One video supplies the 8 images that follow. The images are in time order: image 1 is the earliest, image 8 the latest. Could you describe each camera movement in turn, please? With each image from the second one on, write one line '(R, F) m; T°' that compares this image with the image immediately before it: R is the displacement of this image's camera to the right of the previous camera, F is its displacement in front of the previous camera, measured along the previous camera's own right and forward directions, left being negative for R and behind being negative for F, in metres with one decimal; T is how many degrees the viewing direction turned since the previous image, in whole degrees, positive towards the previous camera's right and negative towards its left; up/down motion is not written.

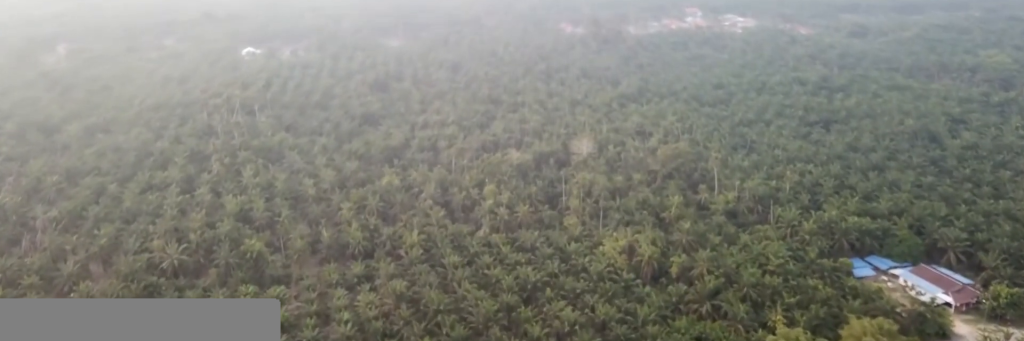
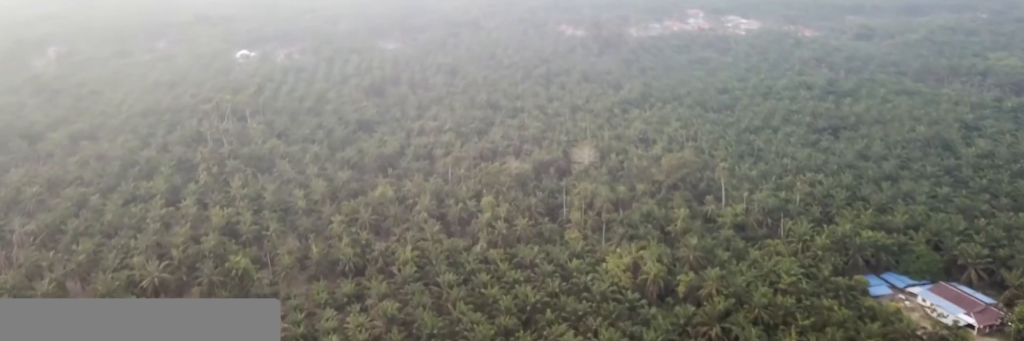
(0.0, +12.4) m; 0°
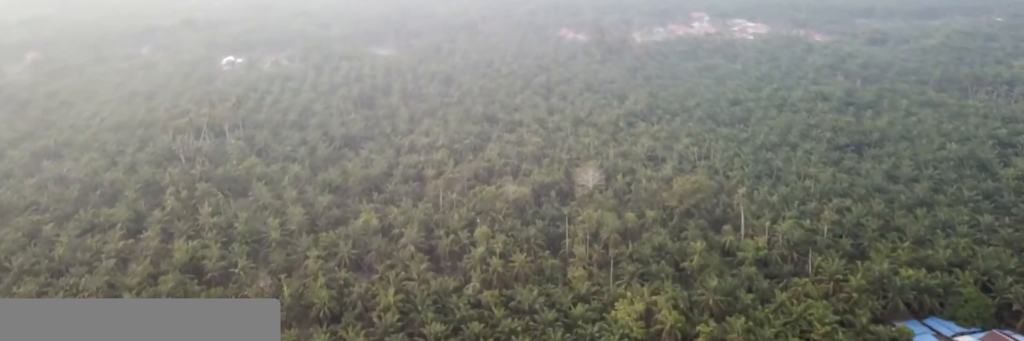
(0.0, +27.3) m; 0°
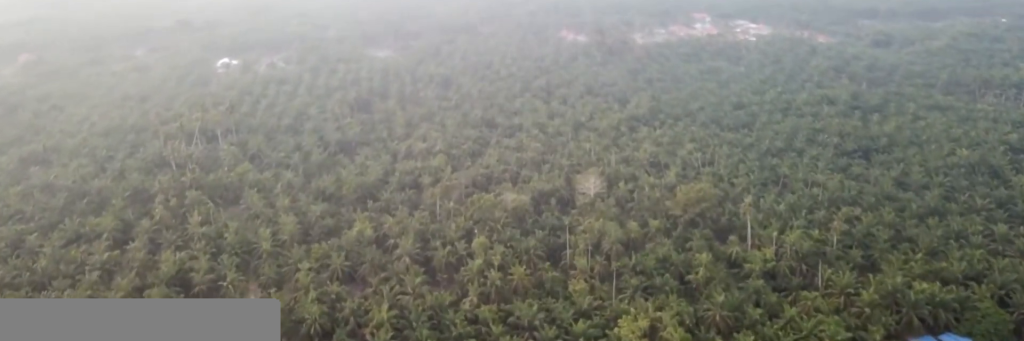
(0.0, +8.5) m; 0°
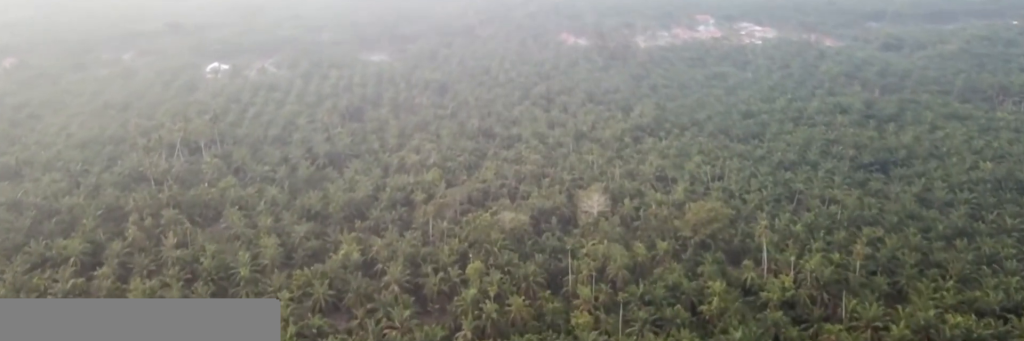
(0.0, +17.4) m; 0°
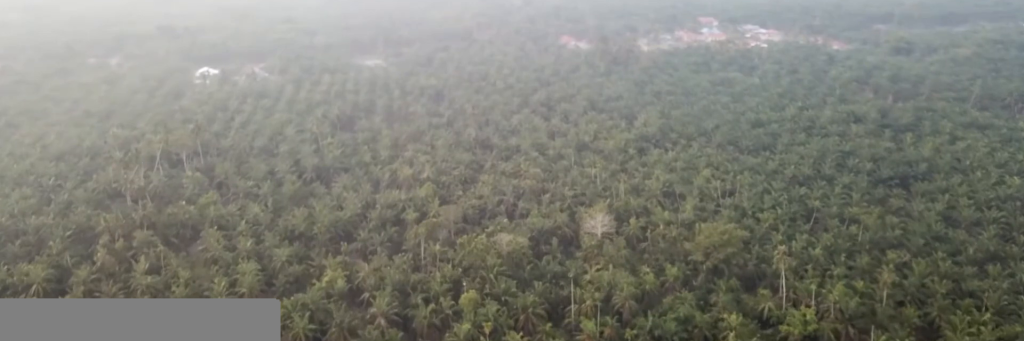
(0.0, +17.9) m; 0°
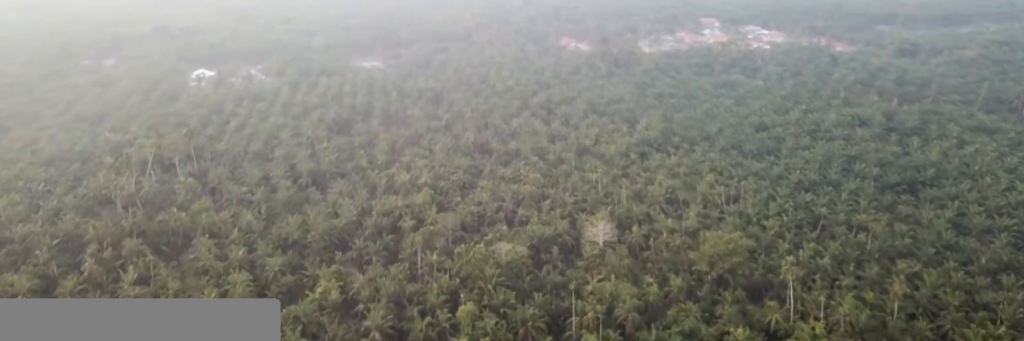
(0.0, +6.5) m; 0°
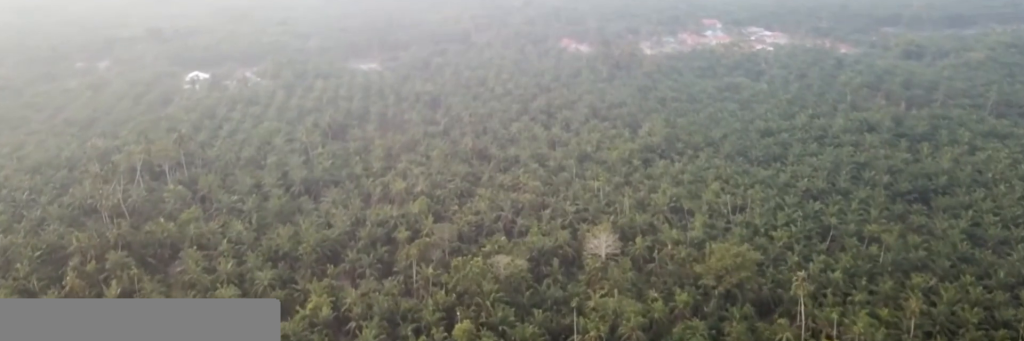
(0.0, +9.5) m; 0°
